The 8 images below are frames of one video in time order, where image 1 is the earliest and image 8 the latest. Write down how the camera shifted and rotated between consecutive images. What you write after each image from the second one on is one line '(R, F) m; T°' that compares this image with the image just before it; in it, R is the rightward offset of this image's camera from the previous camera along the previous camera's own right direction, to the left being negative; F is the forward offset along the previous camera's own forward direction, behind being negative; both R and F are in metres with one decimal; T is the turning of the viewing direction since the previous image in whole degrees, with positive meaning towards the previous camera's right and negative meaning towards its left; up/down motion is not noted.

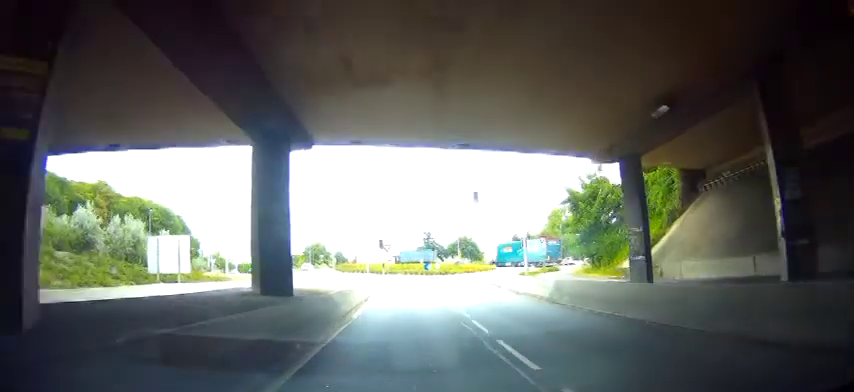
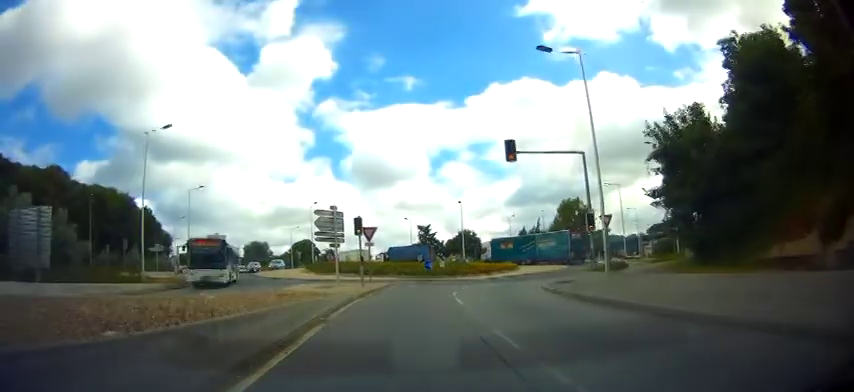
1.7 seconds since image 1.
(-0.9, +16.4) m; -1°
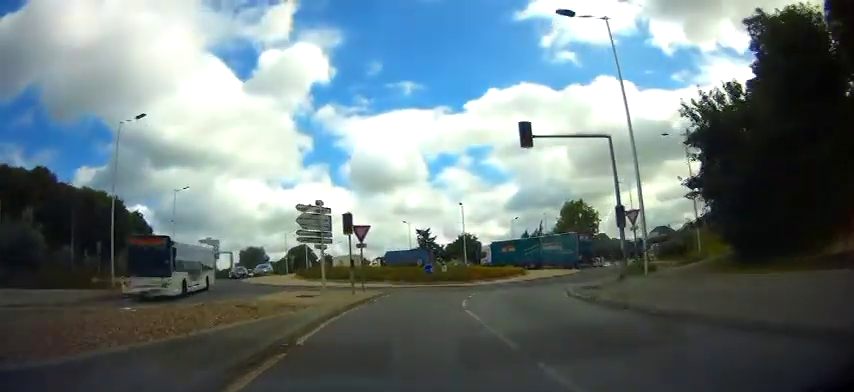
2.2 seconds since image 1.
(+0.1, +4.0) m; +2°
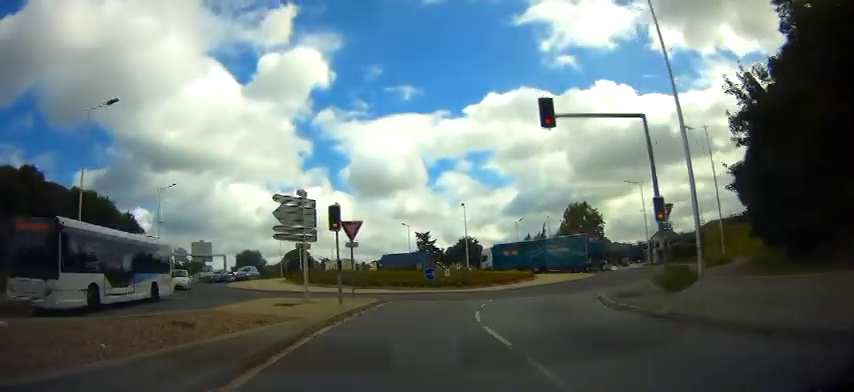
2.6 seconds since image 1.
(+0.2, +3.8) m; +2°
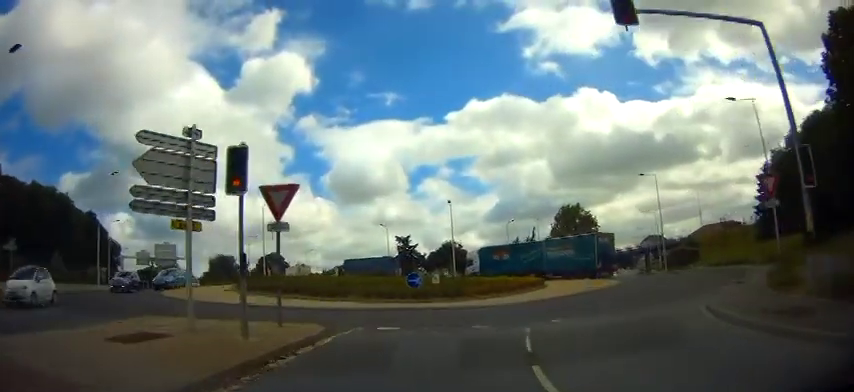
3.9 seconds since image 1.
(+0.3, +9.5) m; +5°
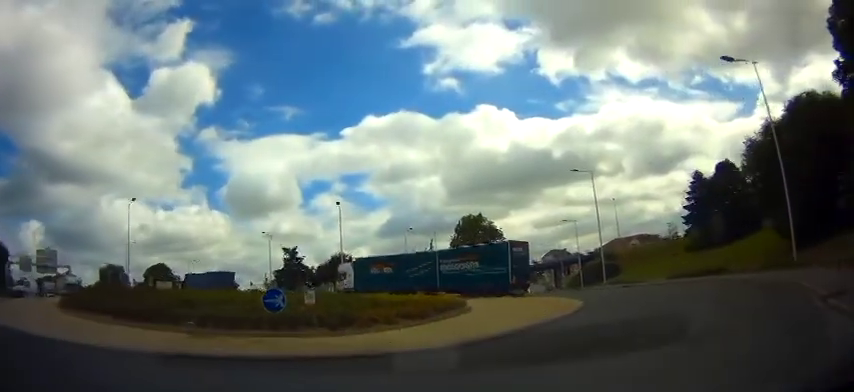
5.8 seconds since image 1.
(+2.5, +11.5) m; +22°
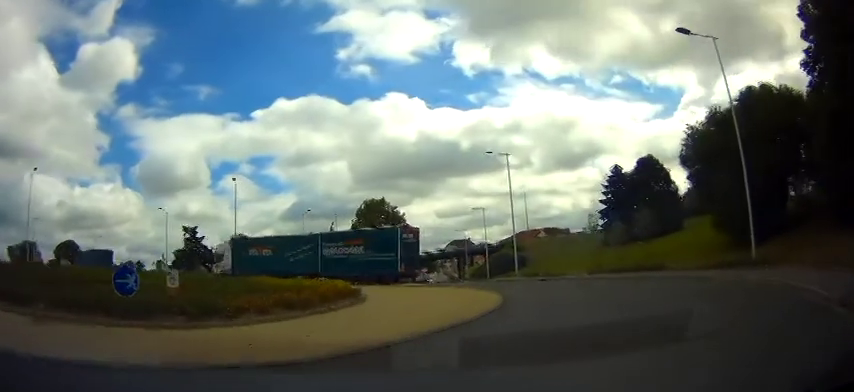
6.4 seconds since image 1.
(+0.1, +4.4) m; +3°
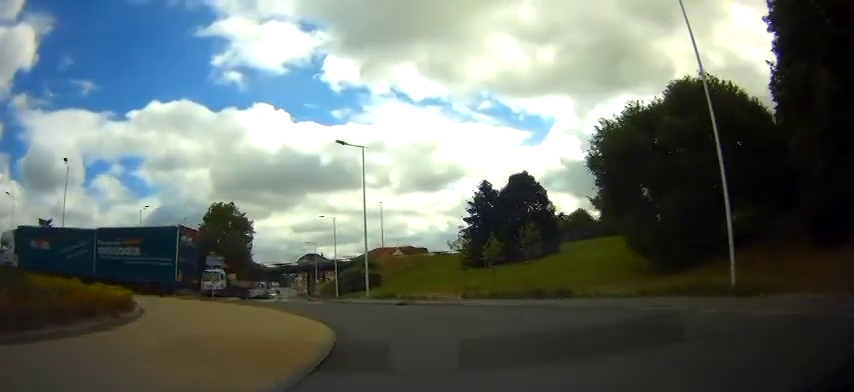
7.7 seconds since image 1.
(+0.3, +7.1) m; +4°
